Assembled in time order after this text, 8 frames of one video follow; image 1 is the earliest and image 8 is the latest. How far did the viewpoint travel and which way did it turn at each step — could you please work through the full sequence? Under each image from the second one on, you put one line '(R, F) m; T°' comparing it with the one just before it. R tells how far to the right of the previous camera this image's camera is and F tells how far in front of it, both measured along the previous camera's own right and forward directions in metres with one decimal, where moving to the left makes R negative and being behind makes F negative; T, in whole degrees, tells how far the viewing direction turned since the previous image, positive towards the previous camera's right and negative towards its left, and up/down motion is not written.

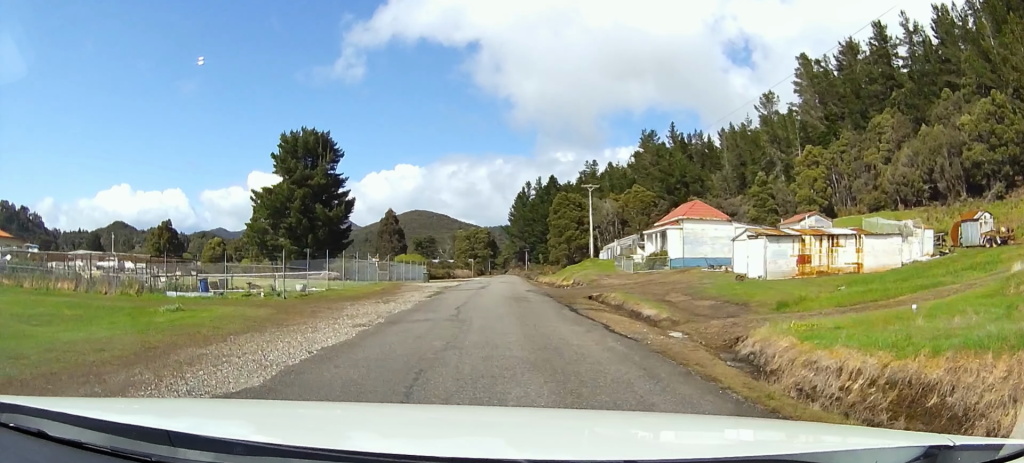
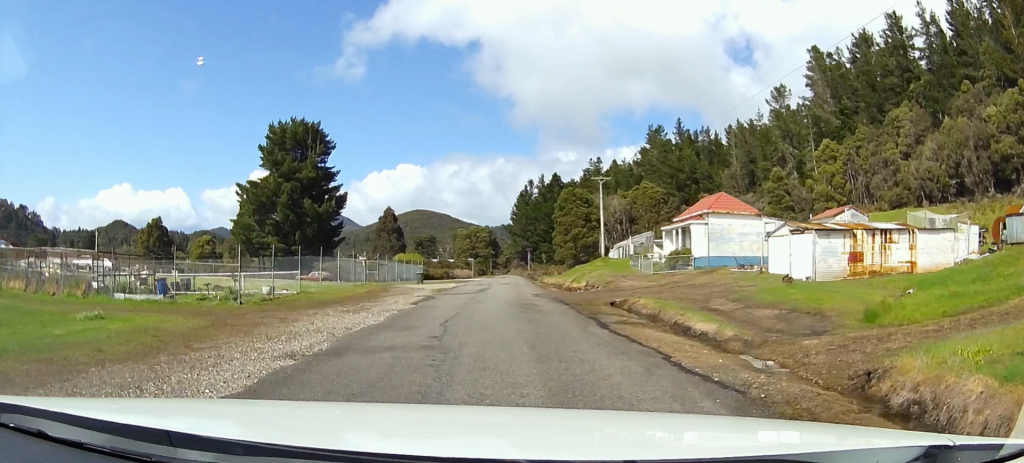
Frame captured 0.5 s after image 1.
(+0.3, +4.9) m; +3°
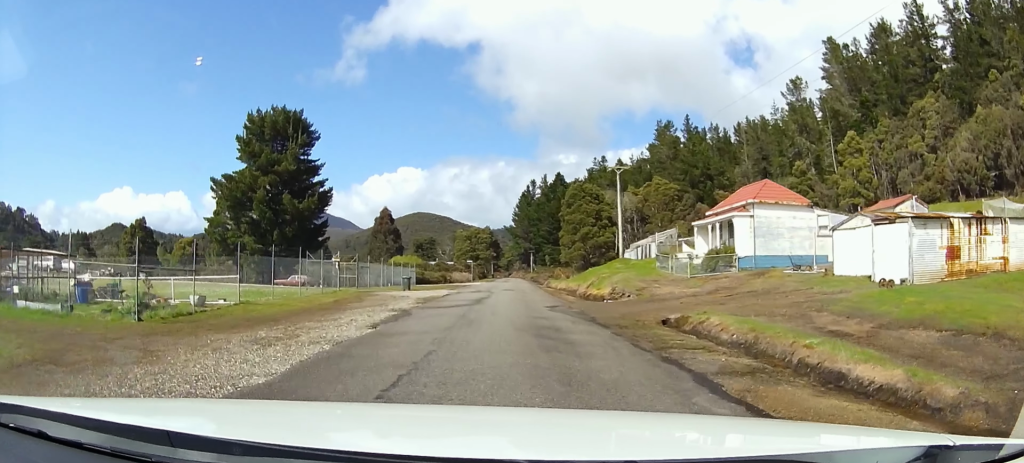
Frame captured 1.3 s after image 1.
(+0.2, +7.6) m; 0°
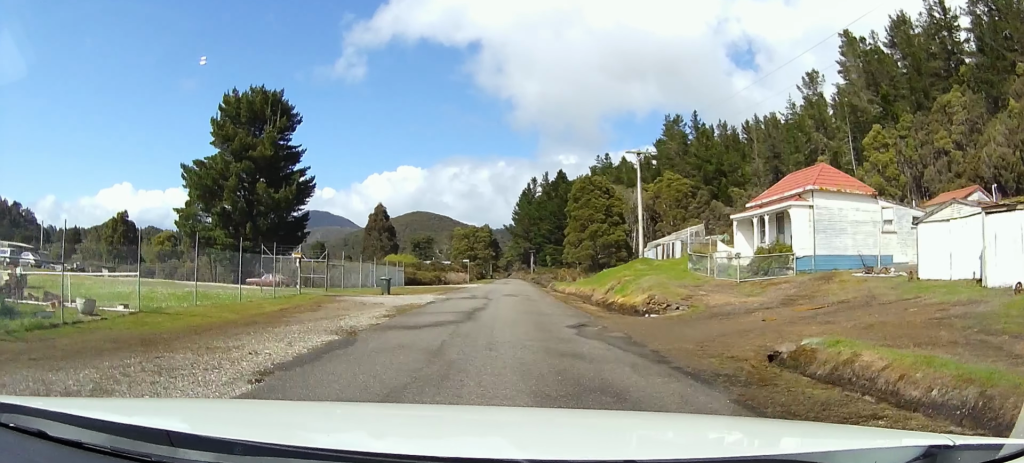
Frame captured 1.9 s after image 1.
(0.0, +7.4) m; -1°
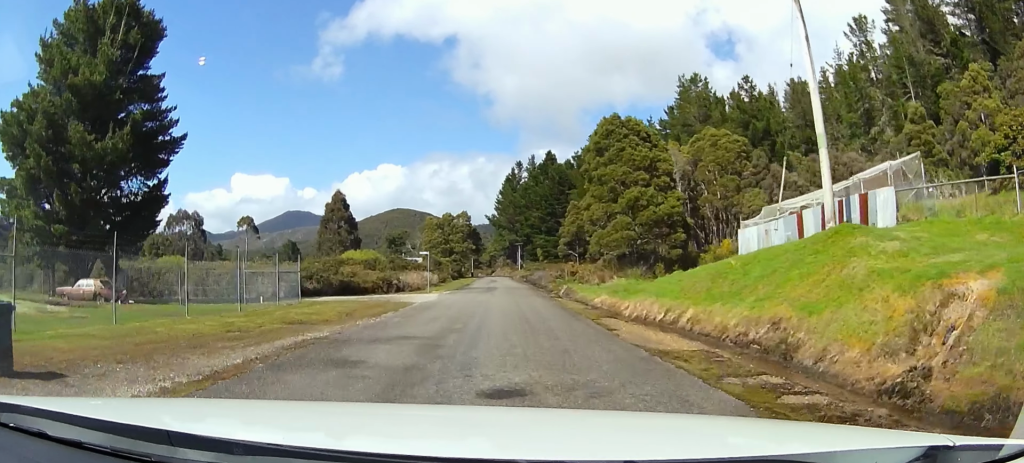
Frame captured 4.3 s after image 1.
(-1.2, +27.2) m; -1°
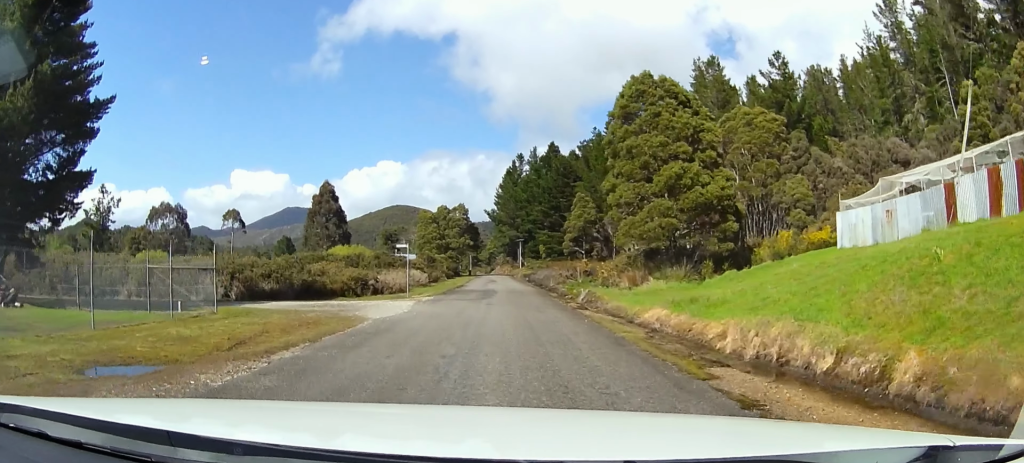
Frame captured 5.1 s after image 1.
(+0.2, +9.7) m; +1°
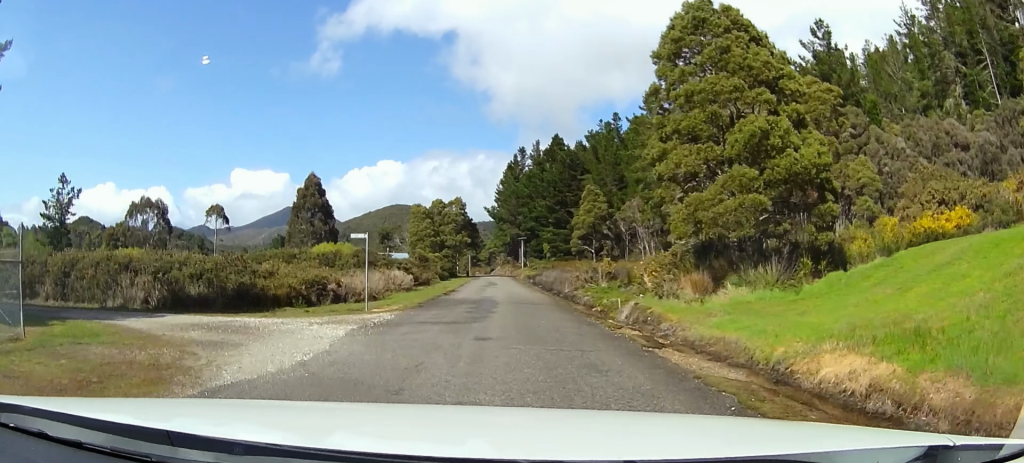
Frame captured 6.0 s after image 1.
(+0.2, +10.6) m; -1°
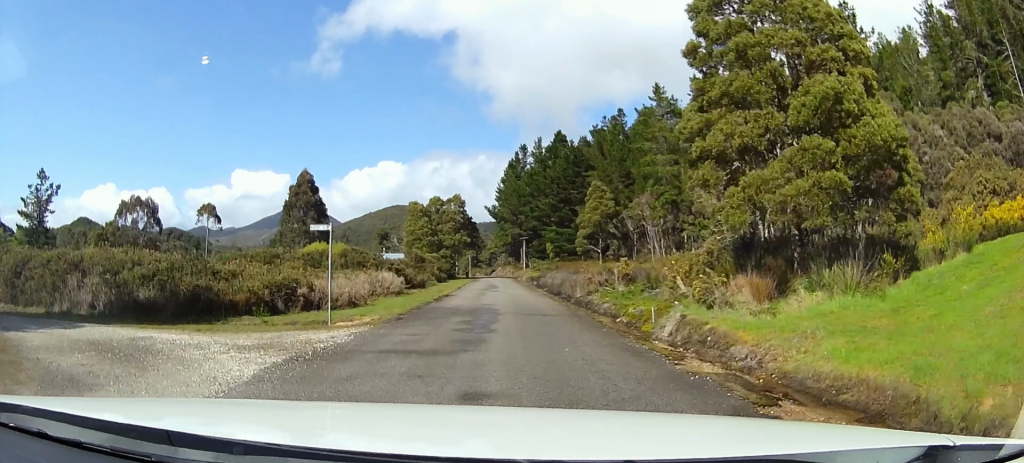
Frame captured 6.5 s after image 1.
(-0.2, +5.2) m; -1°
